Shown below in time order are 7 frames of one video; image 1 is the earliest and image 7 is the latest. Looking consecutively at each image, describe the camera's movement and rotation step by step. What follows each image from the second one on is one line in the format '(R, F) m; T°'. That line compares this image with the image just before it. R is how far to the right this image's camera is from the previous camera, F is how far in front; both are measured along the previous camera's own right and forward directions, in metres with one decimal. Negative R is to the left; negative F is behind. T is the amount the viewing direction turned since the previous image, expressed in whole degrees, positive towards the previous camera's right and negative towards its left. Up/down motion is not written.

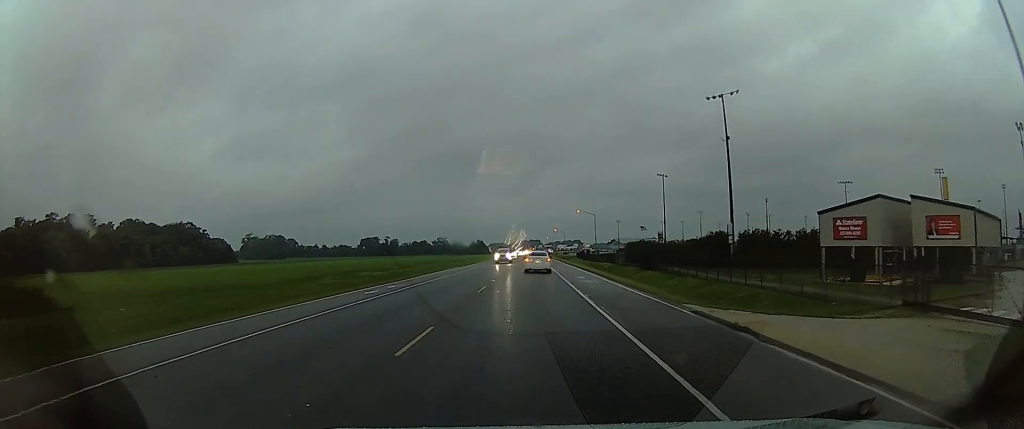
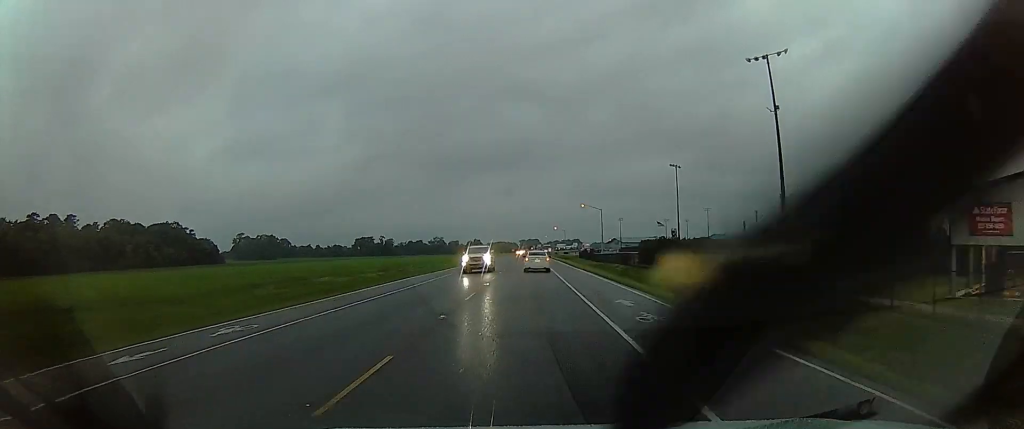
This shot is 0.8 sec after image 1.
(0.0, +15.2) m; +1°
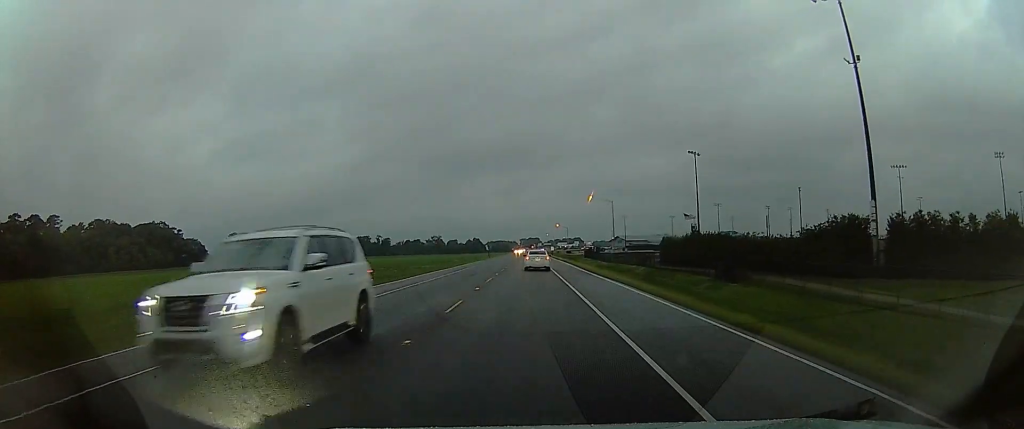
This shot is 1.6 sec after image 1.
(+0.4, +15.6) m; 0°
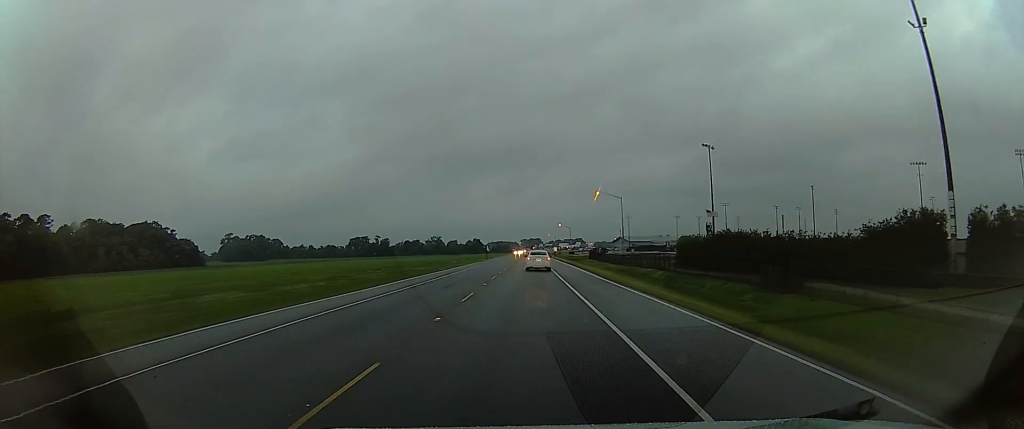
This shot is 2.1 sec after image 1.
(-0.1, +8.9) m; -1°
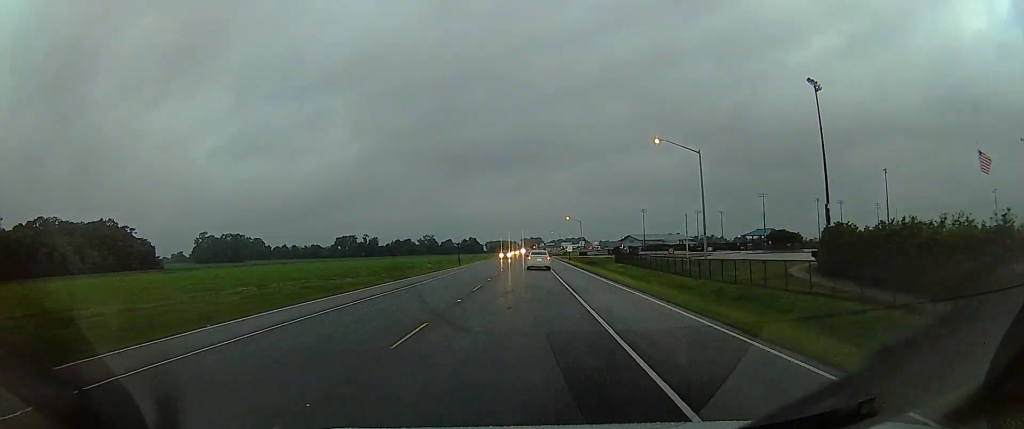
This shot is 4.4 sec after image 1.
(-0.6, +44.8) m; -1°
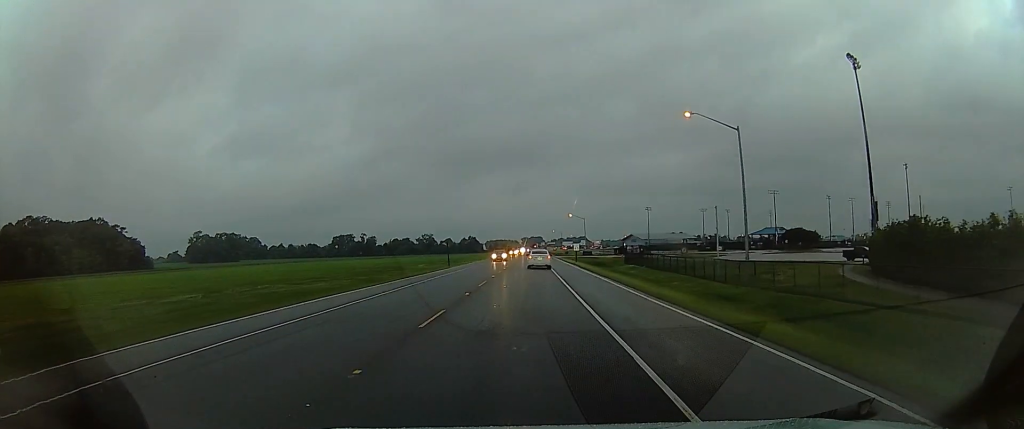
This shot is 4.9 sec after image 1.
(0.0, +9.8) m; 0°
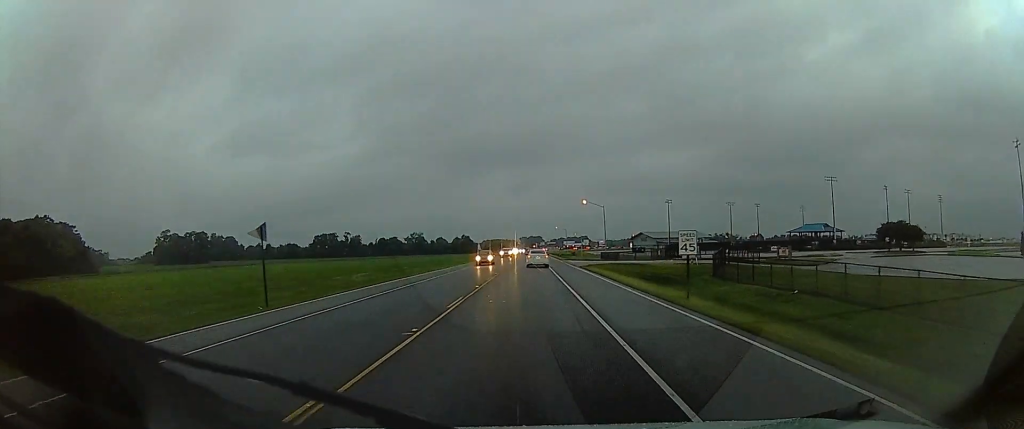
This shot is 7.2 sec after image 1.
(0.0, +45.4) m; +1°
